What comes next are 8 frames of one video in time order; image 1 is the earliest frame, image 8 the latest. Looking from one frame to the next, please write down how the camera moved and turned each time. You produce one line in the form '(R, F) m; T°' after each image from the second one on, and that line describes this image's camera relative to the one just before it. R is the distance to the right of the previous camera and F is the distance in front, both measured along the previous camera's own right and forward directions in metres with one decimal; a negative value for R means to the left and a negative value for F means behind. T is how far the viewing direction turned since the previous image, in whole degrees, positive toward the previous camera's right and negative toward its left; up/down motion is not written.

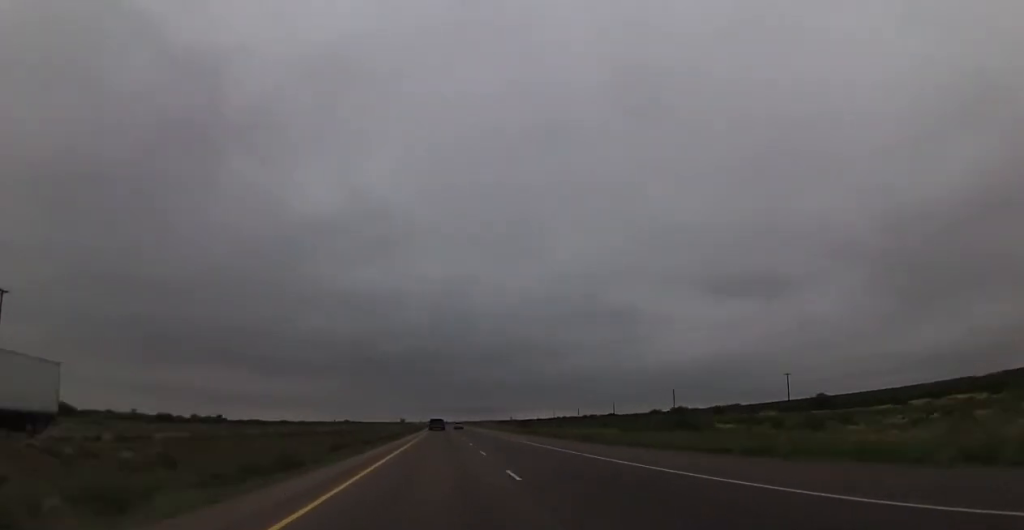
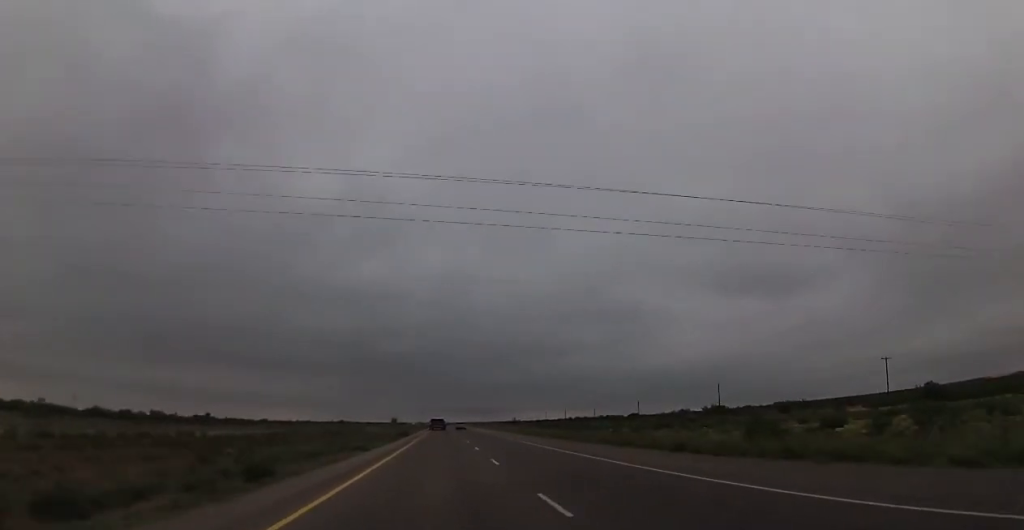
(-0.2, +42.4) m; 0°
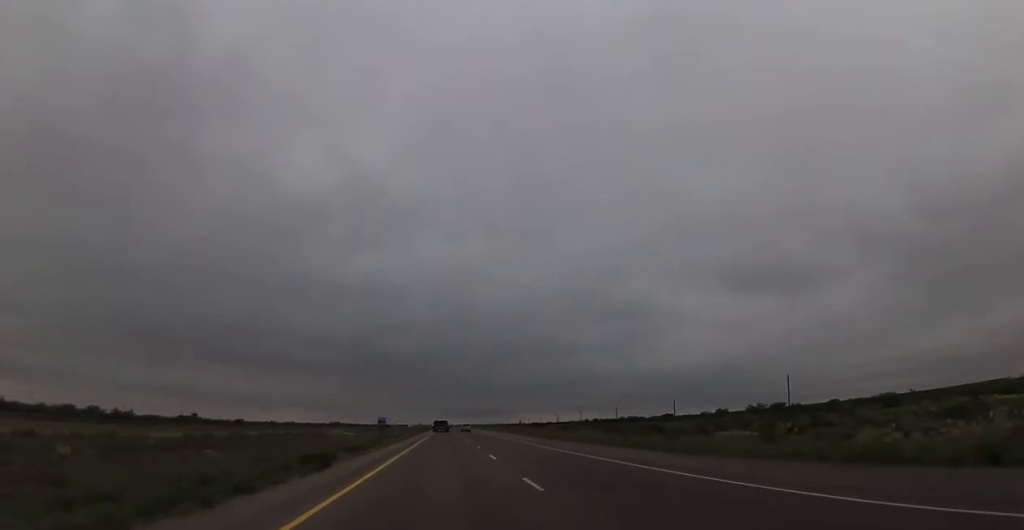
(+0.2, +44.8) m; 0°
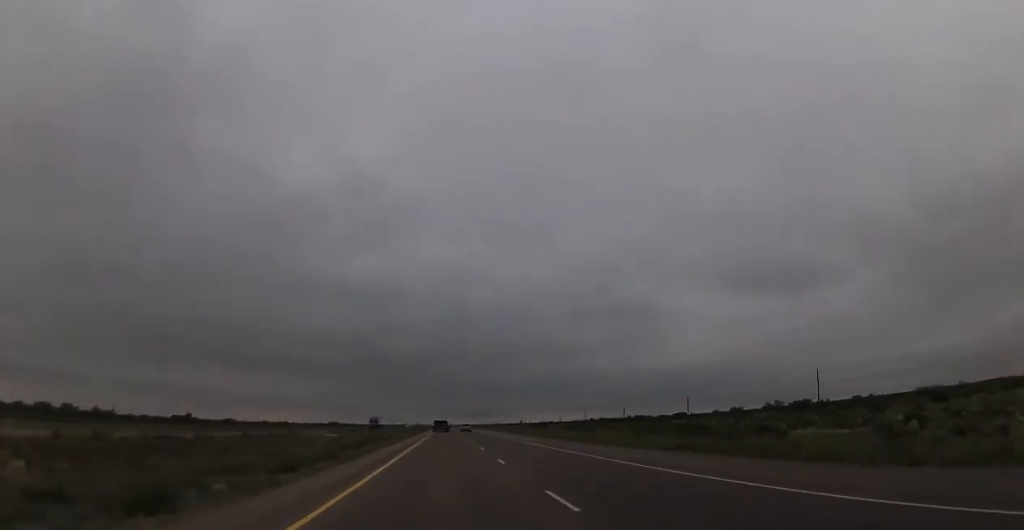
(0.0, +15.3) m; 0°
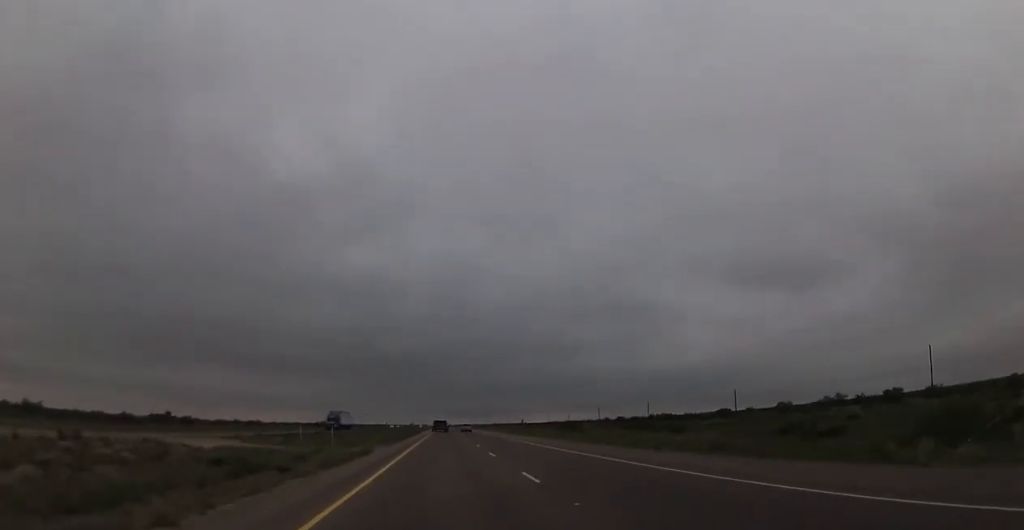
(-0.2, +43.6) m; 0°
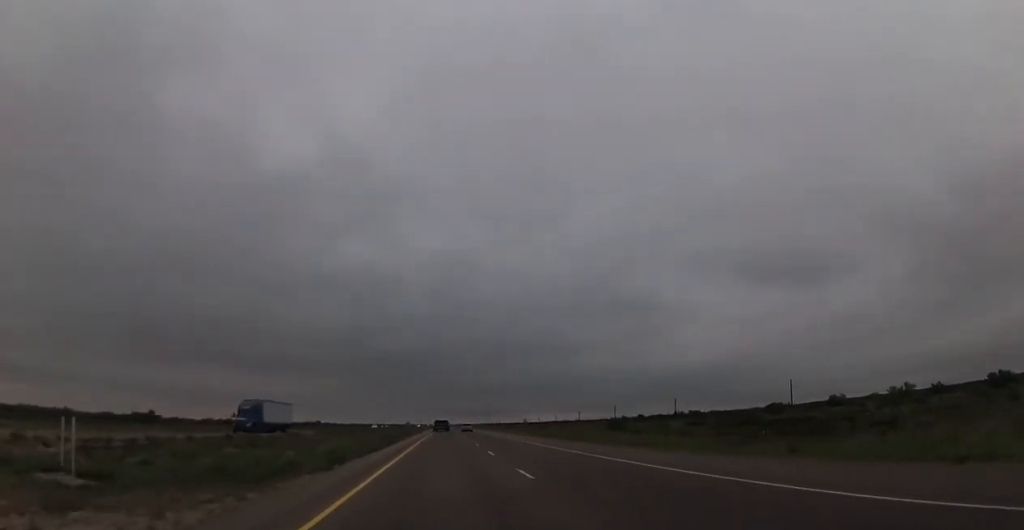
(+0.1, +35.4) m; 0°
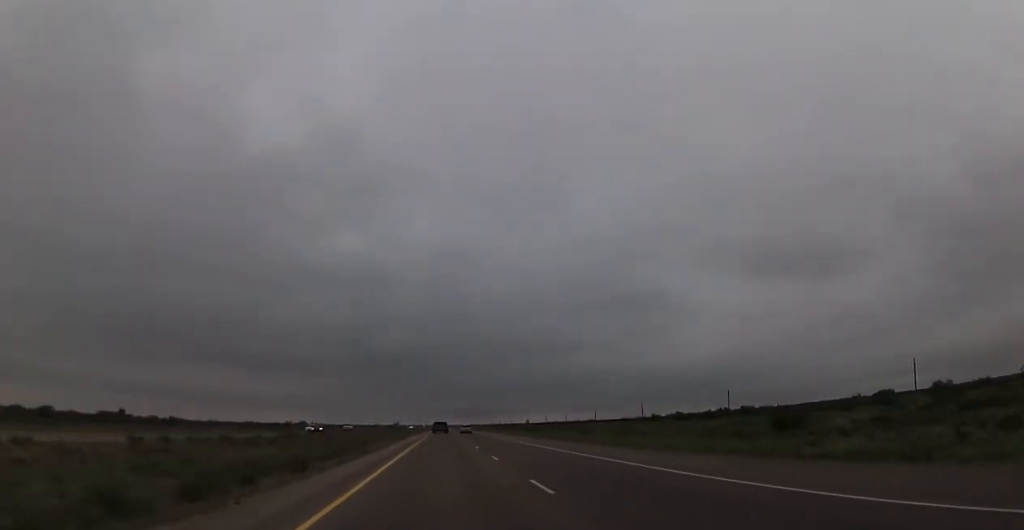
(+0.1, +52.0) m; 0°
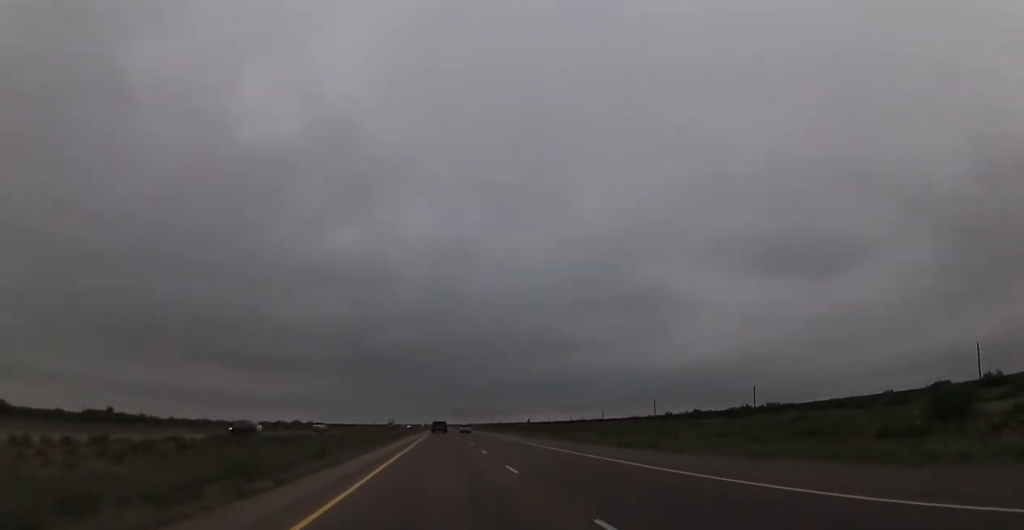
(0.0, +18.9) m; 0°
